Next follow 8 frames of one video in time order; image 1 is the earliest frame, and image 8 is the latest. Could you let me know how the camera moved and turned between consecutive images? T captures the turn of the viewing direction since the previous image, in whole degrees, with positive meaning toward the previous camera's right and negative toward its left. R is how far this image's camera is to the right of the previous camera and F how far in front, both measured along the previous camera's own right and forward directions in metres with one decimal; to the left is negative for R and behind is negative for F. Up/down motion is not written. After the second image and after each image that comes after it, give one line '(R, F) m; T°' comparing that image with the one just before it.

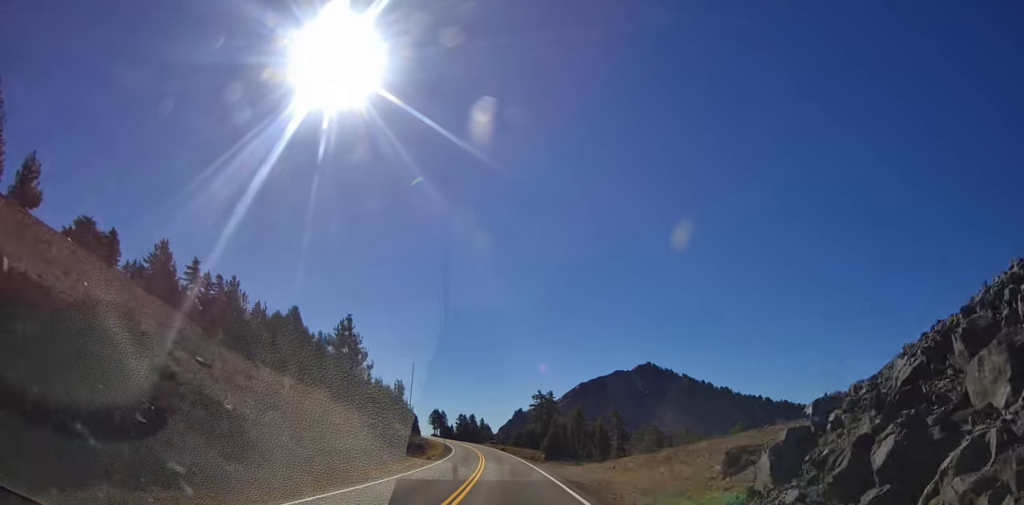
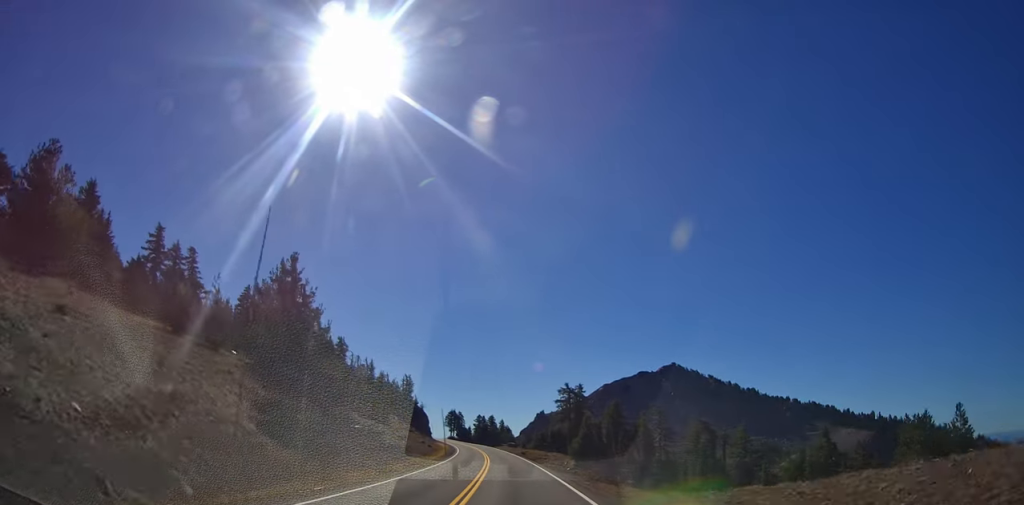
(-1.2, +21.9) m; -5°
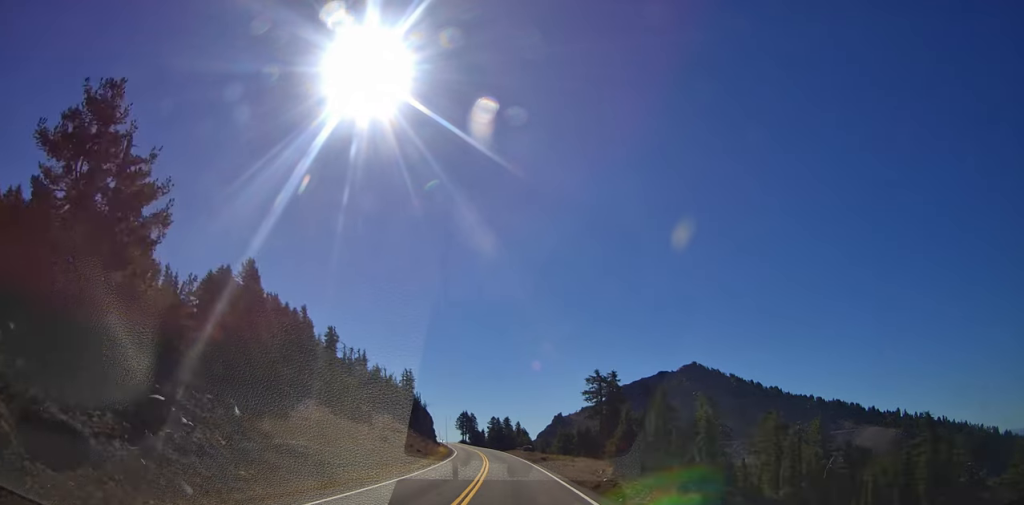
(0.0, +23.7) m; +1°
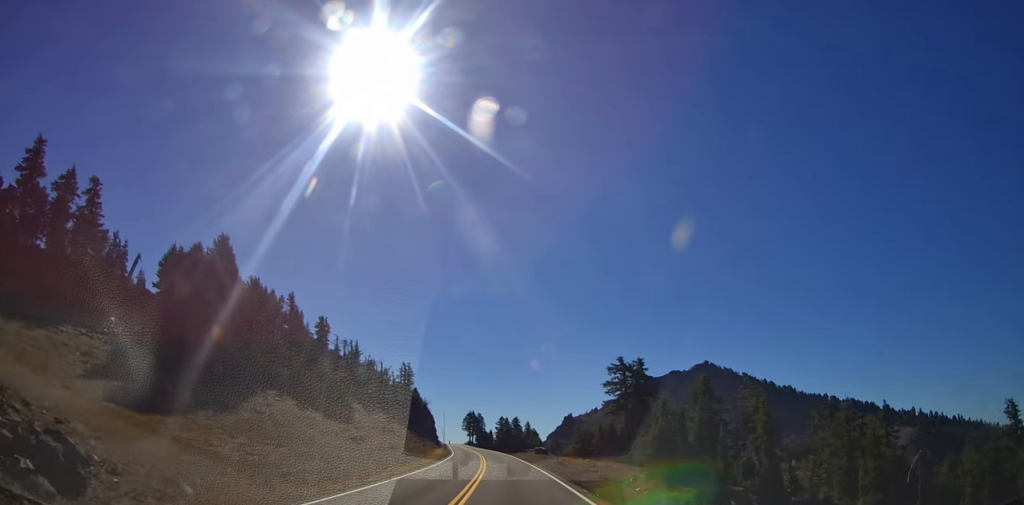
(+0.2, +14.1) m; -1°
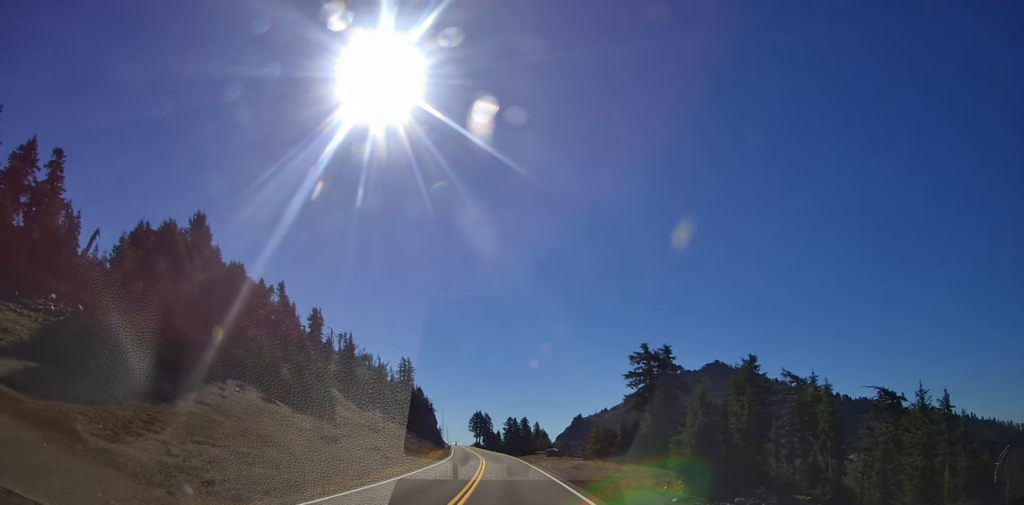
(-0.6, +10.5) m; -2°
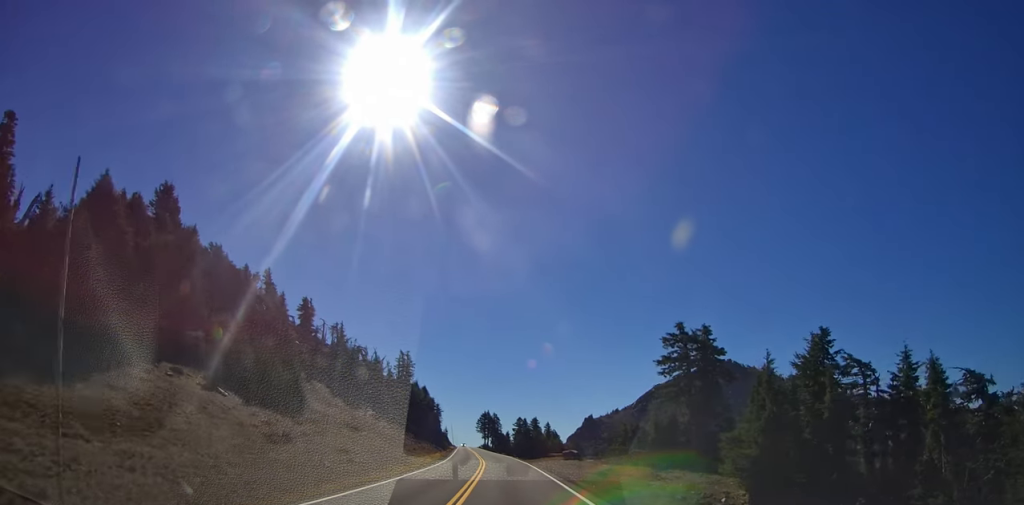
(-0.1, +11.8) m; -1°
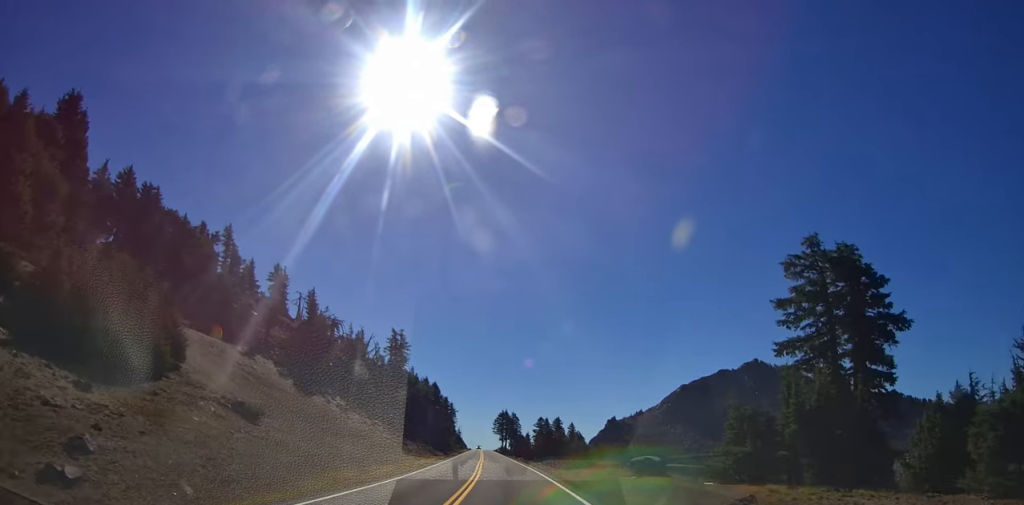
(-0.4, +24.3) m; -2°
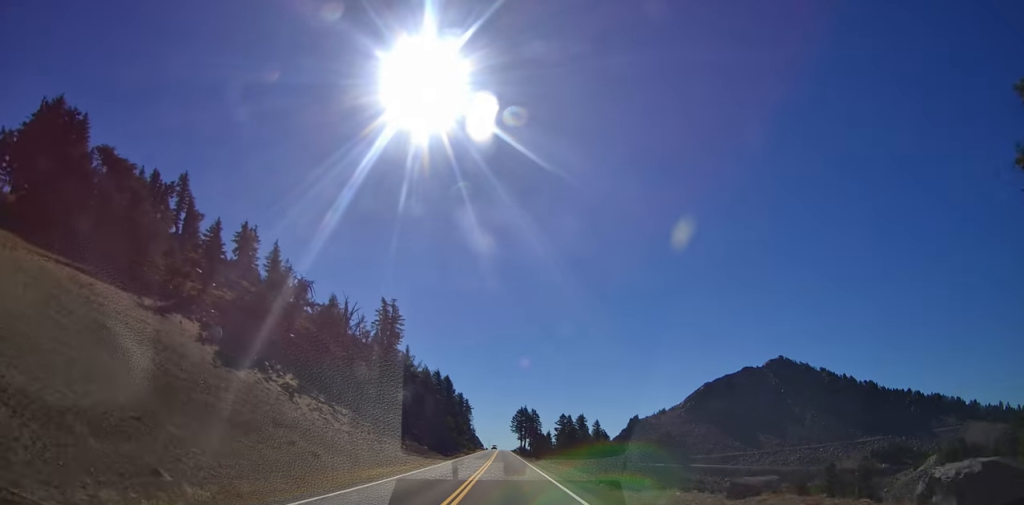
(-0.4, +19.4) m; -1°
